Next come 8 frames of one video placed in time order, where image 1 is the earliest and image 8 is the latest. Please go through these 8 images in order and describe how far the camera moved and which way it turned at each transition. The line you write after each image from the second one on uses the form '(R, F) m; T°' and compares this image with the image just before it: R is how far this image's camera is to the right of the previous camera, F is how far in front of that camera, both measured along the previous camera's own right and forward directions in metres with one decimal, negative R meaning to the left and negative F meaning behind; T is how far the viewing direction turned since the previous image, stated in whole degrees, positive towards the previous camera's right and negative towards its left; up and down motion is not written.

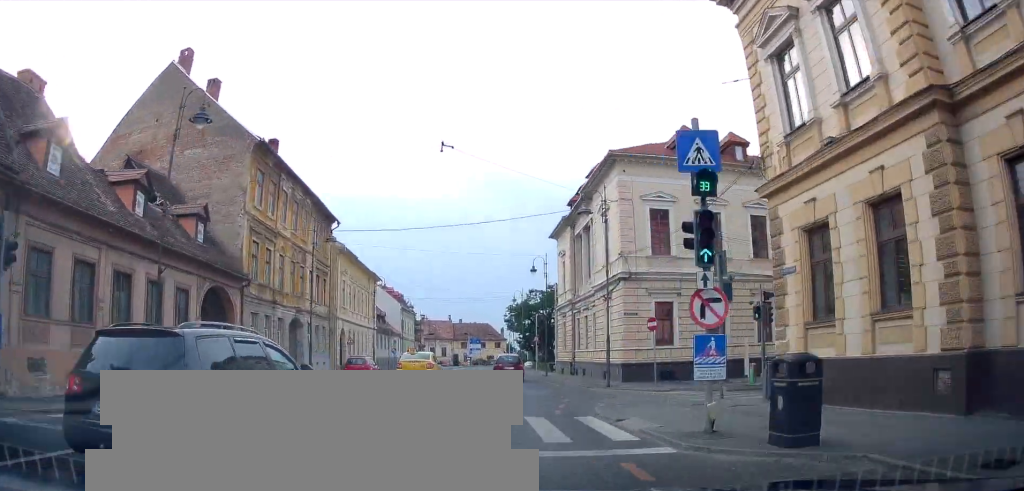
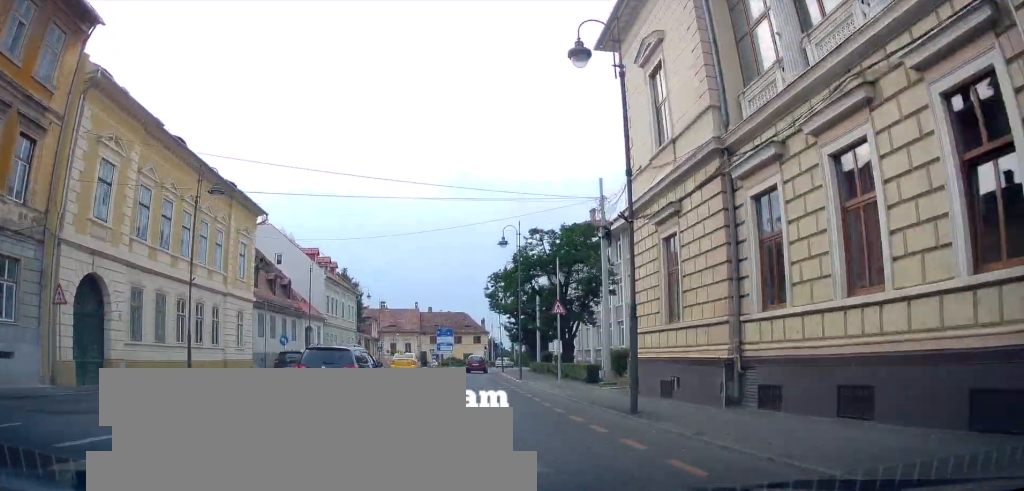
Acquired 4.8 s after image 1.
(-1.5, +30.3) m; -1°
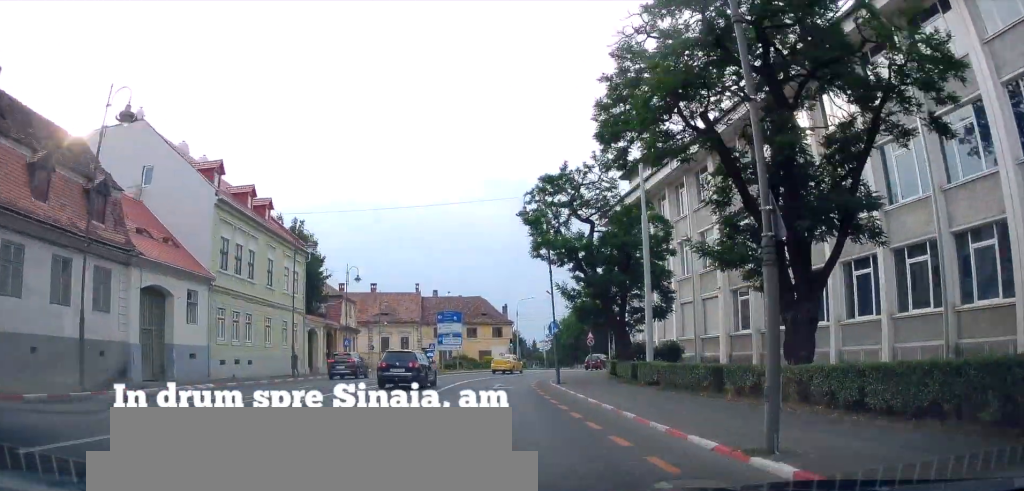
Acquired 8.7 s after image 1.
(+0.5, +25.2) m; 0°
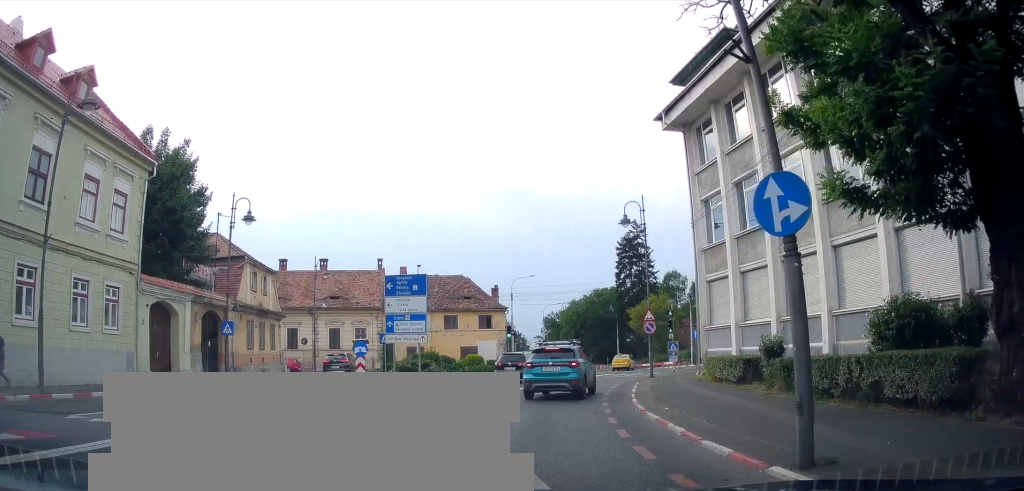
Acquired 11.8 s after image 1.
(-0.6, +20.5) m; +3°
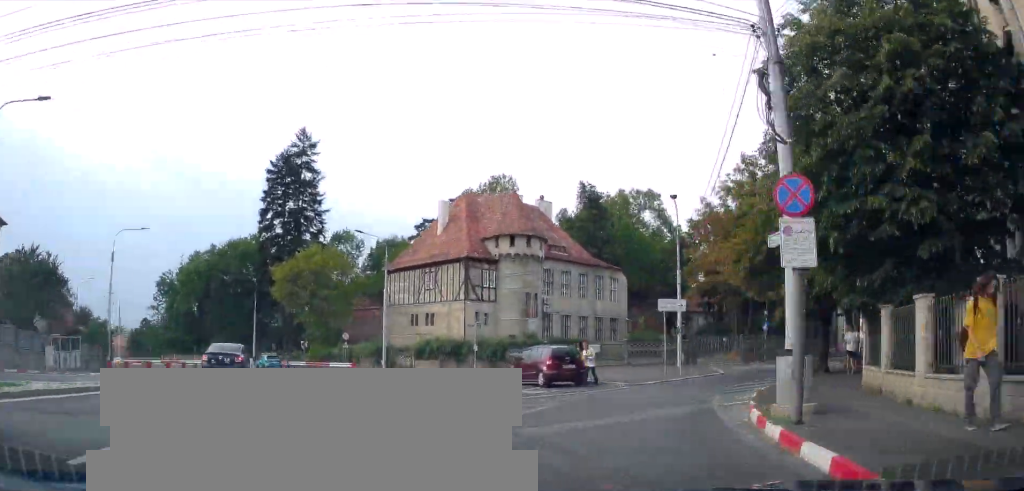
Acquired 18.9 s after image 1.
(+11.4, +35.0) m; +40°
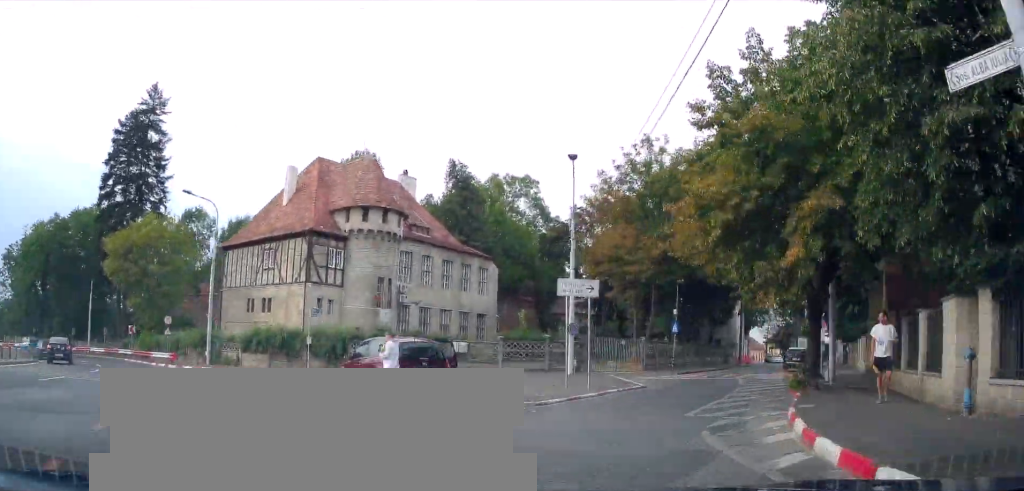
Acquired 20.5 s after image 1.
(+0.6, +8.3) m; +6°
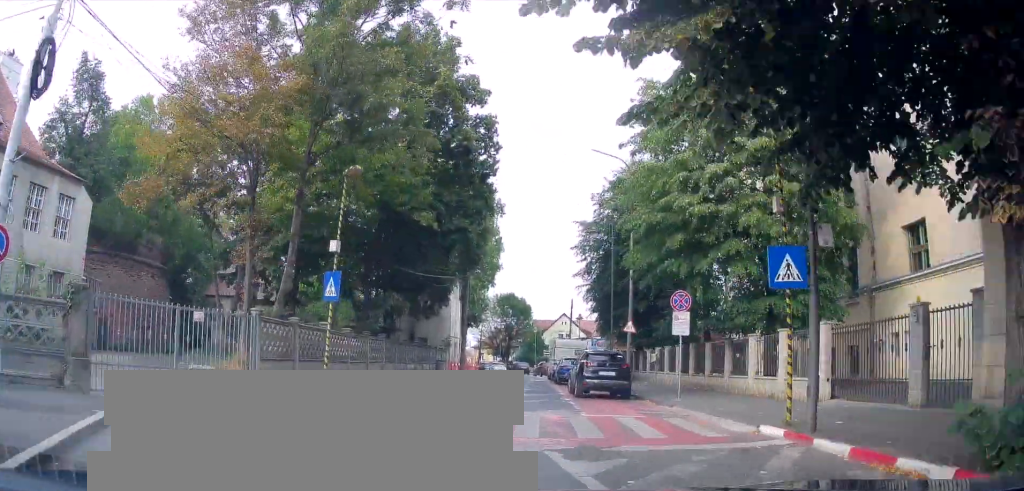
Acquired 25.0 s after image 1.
(+2.1, +21.5) m; +16°
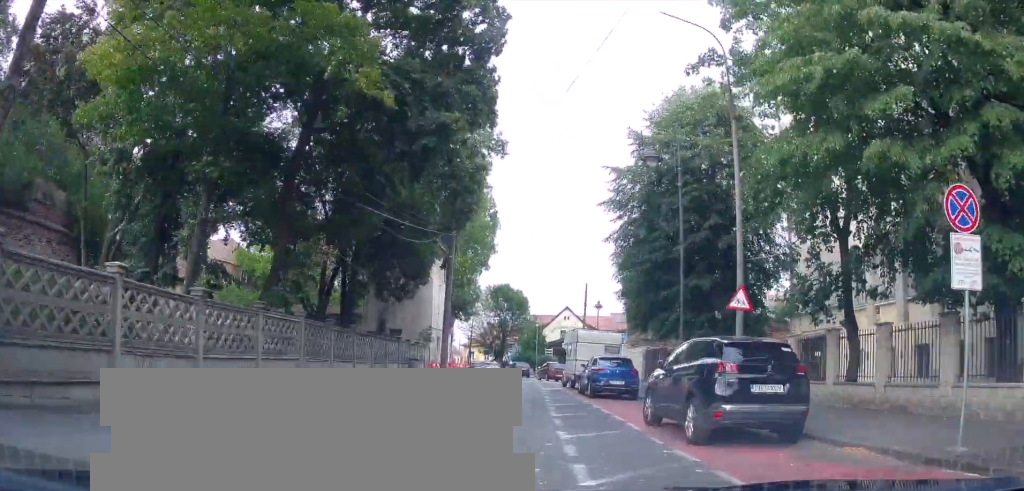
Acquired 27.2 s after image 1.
(-0.4, +10.1) m; +11°
